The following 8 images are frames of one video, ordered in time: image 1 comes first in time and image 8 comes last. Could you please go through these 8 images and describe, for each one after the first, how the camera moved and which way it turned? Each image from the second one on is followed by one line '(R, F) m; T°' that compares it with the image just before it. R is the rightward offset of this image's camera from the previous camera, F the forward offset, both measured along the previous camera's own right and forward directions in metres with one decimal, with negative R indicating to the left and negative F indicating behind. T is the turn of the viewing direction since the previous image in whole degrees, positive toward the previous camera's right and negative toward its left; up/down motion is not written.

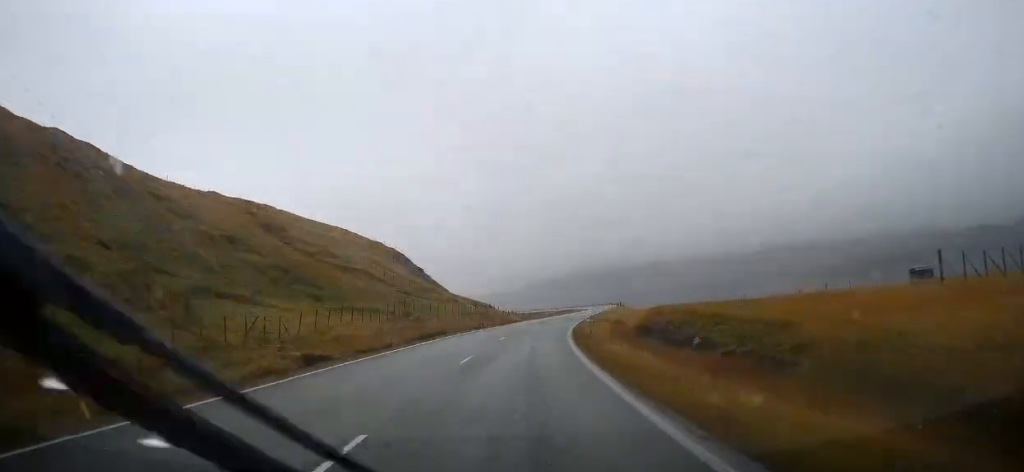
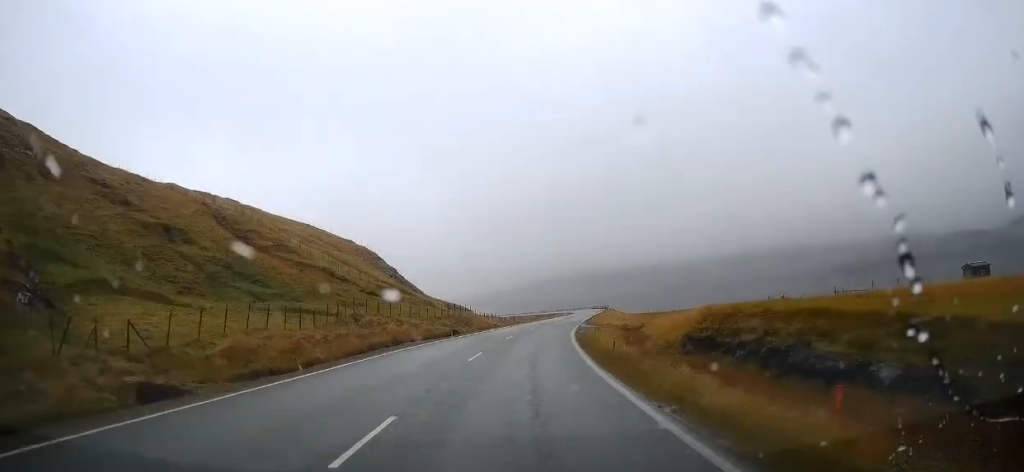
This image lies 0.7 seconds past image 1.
(+0.1, +11.5) m; +2°
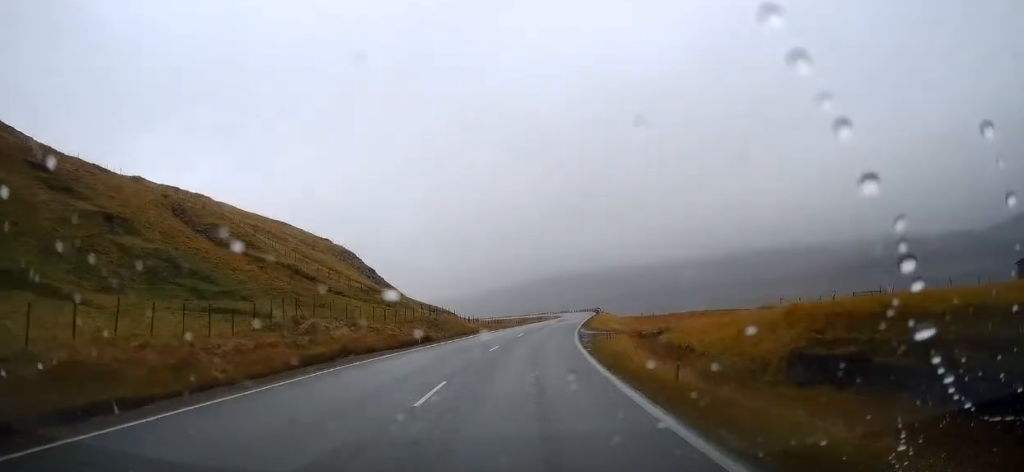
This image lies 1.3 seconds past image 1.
(-0.1, +8.9) m; +1°
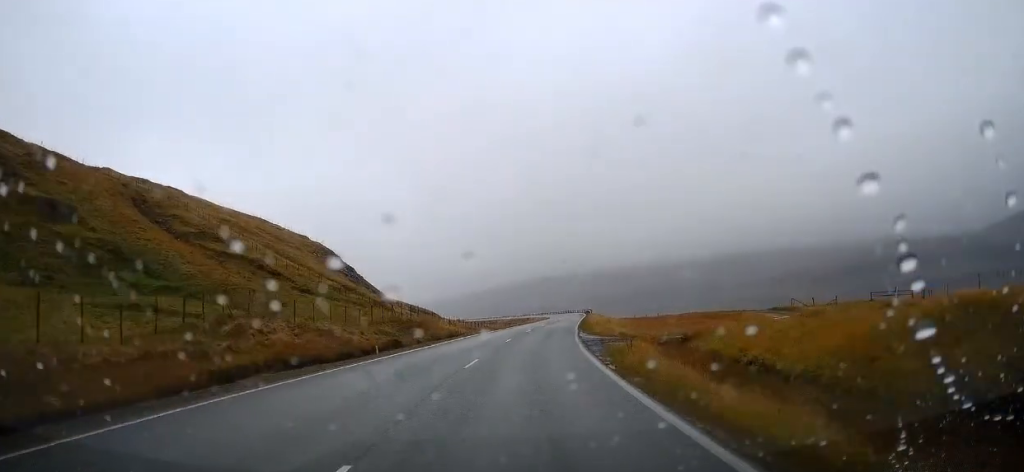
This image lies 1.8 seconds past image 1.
(+0.2, +7.2) m; +2°
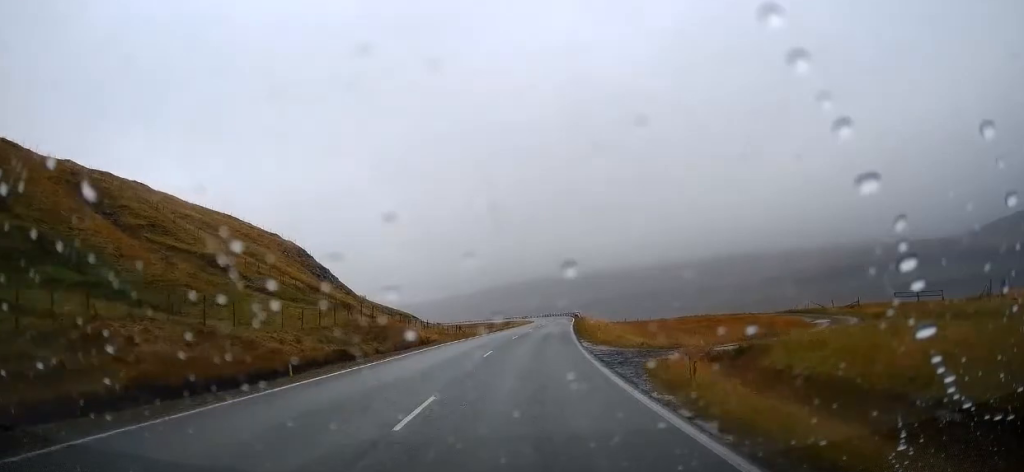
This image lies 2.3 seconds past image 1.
(+0.1, +8.2) m; +2°
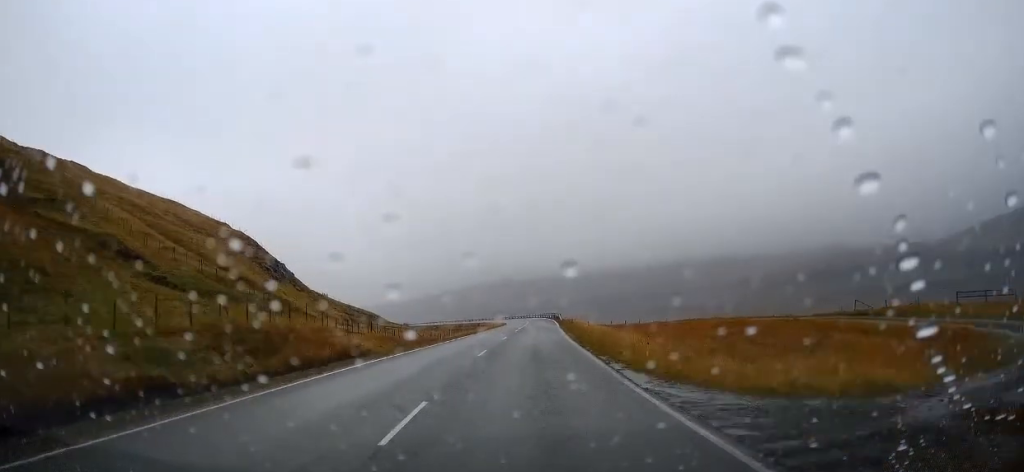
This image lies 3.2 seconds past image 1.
(+0.5, +14.3) m; +3°
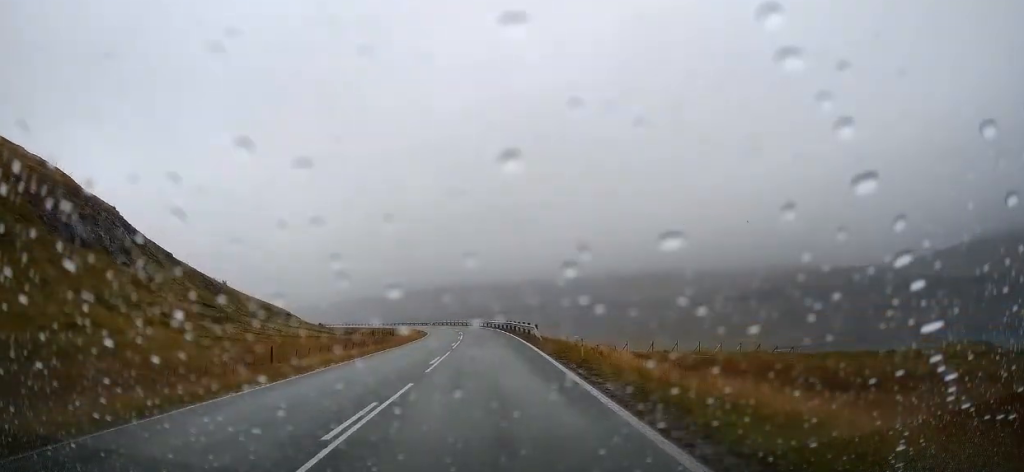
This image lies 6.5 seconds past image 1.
(+3.6, +49.3) m; +7°
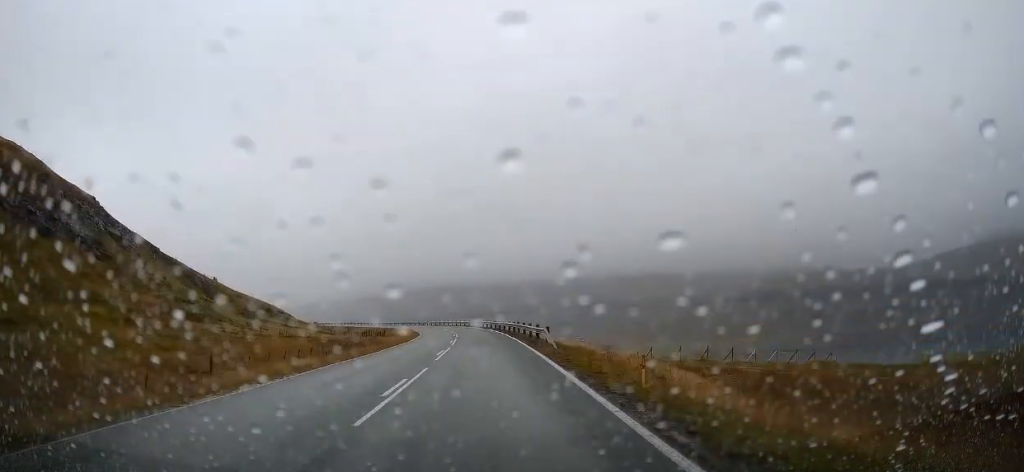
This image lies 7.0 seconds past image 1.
(-0.1, +8.1) m; +1°
